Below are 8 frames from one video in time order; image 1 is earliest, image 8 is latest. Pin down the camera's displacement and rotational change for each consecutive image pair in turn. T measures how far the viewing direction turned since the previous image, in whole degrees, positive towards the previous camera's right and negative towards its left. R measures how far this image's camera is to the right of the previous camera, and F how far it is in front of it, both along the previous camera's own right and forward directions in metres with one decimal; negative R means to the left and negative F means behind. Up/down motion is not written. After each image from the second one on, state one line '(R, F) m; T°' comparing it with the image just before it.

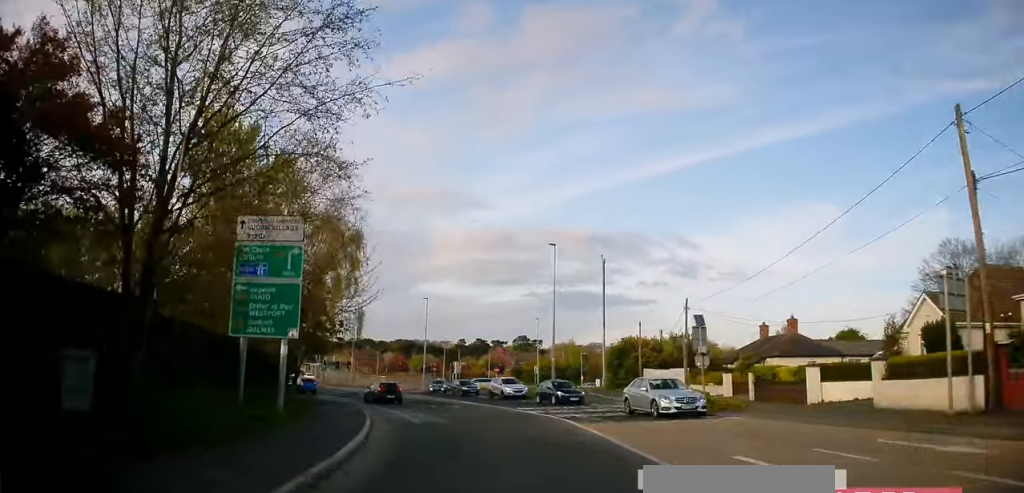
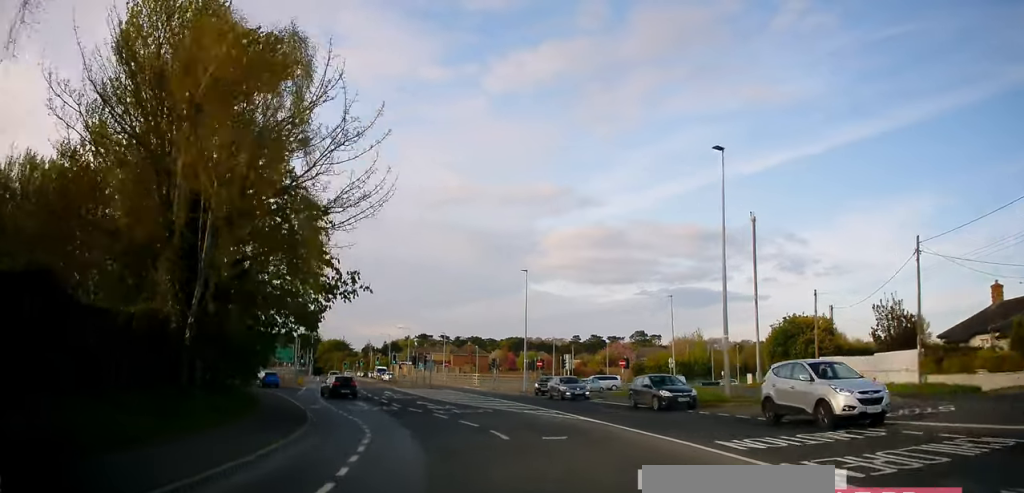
(-2.2, +19.3) m; -13°
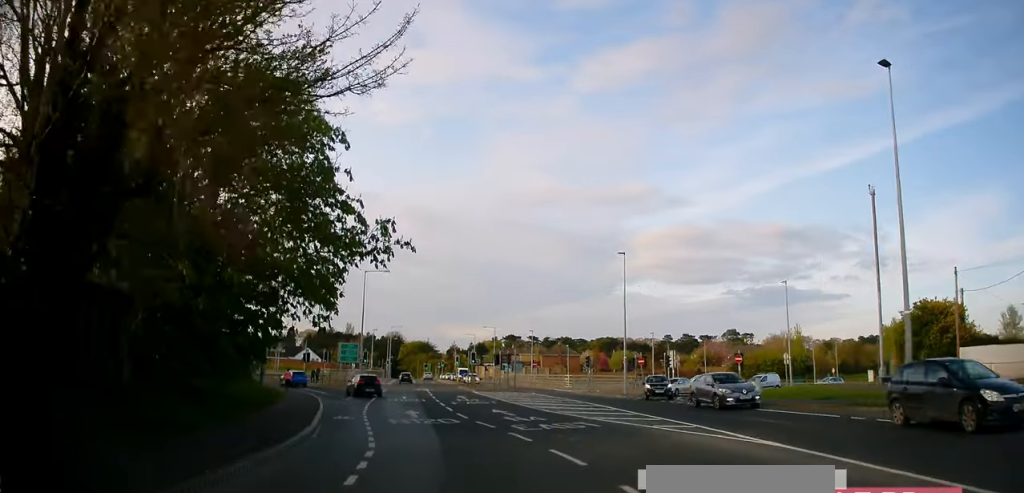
(-0.5, +8.3) m; -6°
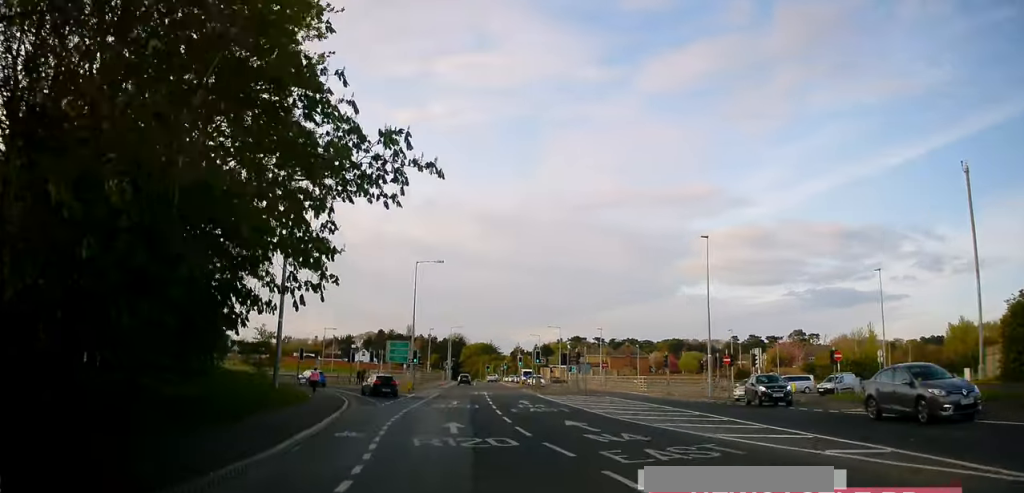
(-0.2, +6.3) m; -4°
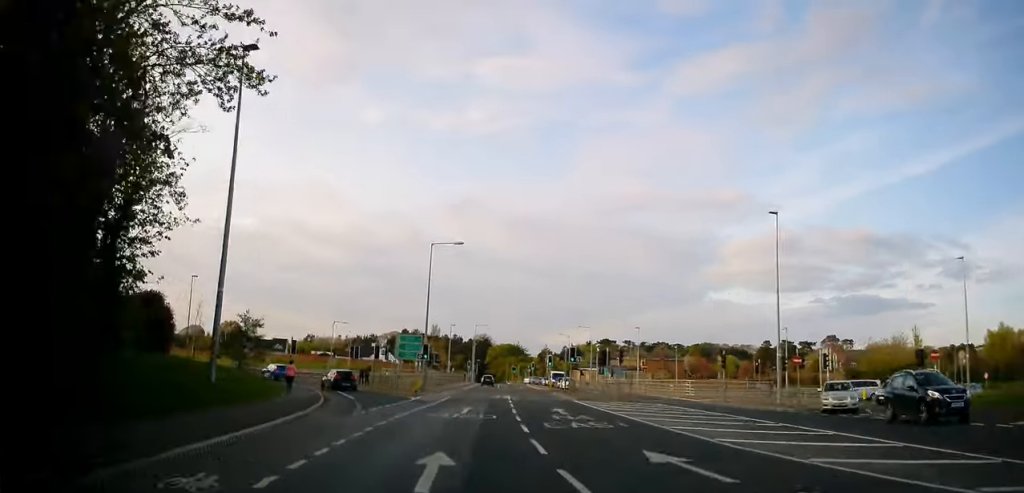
(-0.4, +8.0) m; -2°
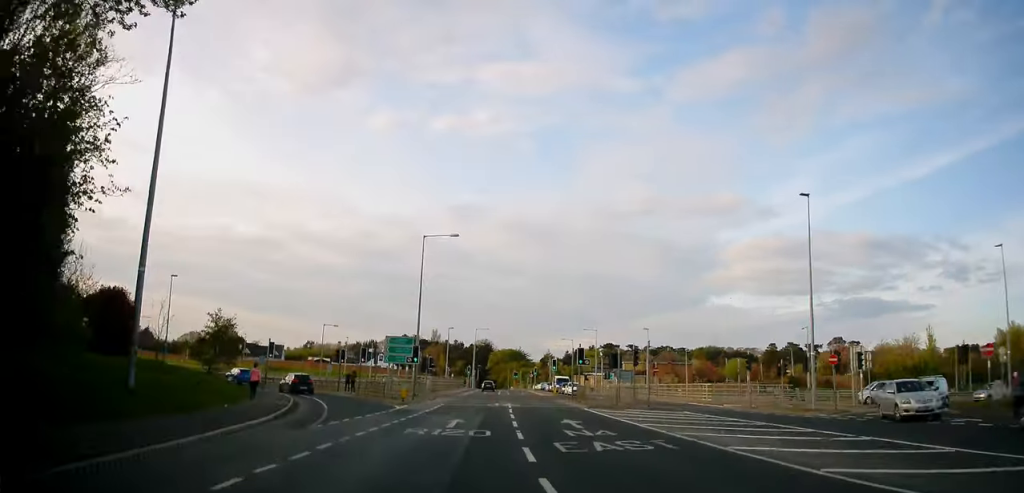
(0.0, +4.6) m; 0°
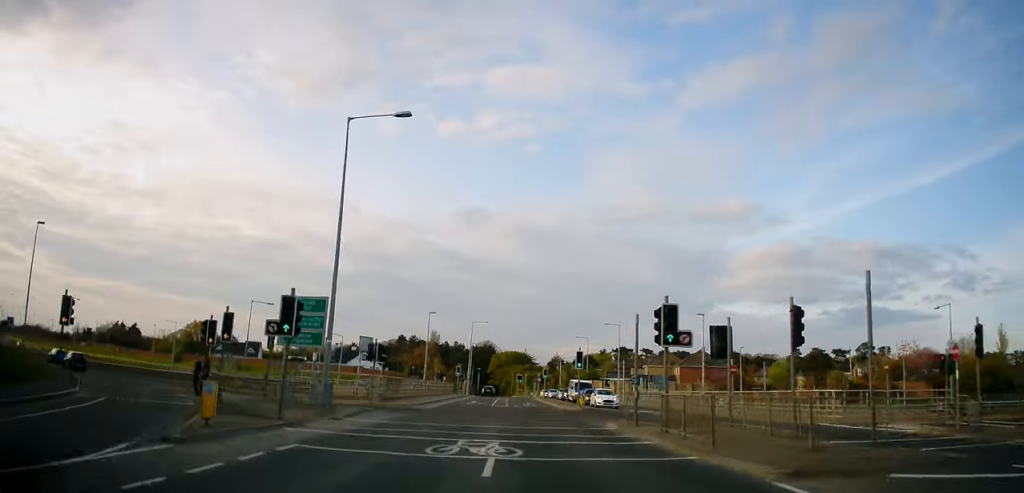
(0.0, +21.3) m; 0°
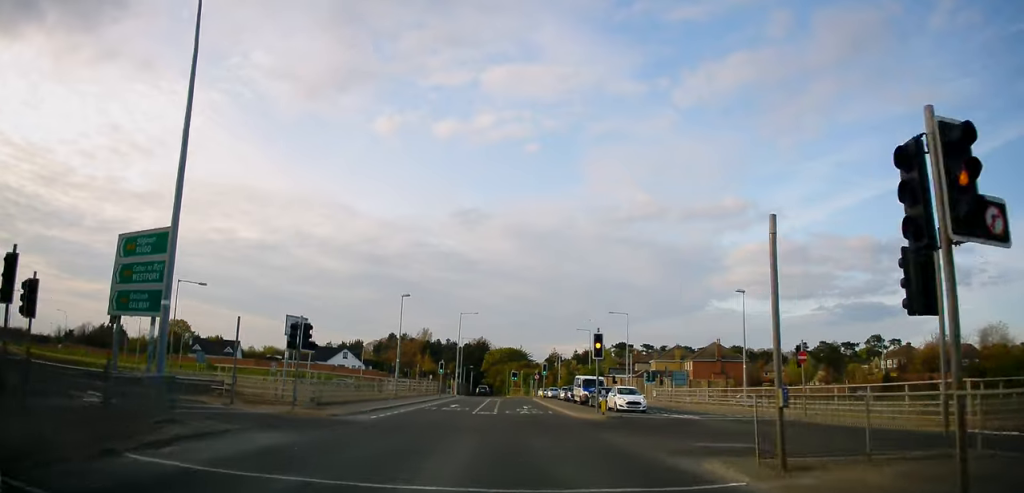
(+0.1, +11.6) m; +1°
